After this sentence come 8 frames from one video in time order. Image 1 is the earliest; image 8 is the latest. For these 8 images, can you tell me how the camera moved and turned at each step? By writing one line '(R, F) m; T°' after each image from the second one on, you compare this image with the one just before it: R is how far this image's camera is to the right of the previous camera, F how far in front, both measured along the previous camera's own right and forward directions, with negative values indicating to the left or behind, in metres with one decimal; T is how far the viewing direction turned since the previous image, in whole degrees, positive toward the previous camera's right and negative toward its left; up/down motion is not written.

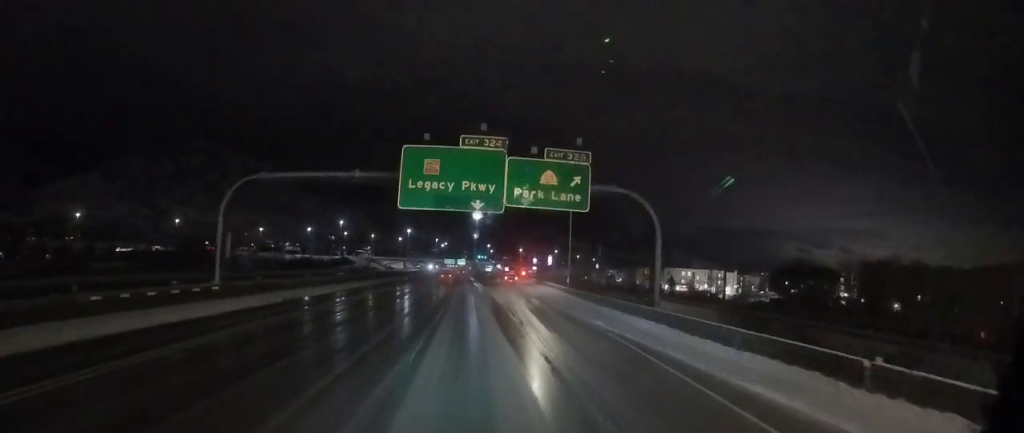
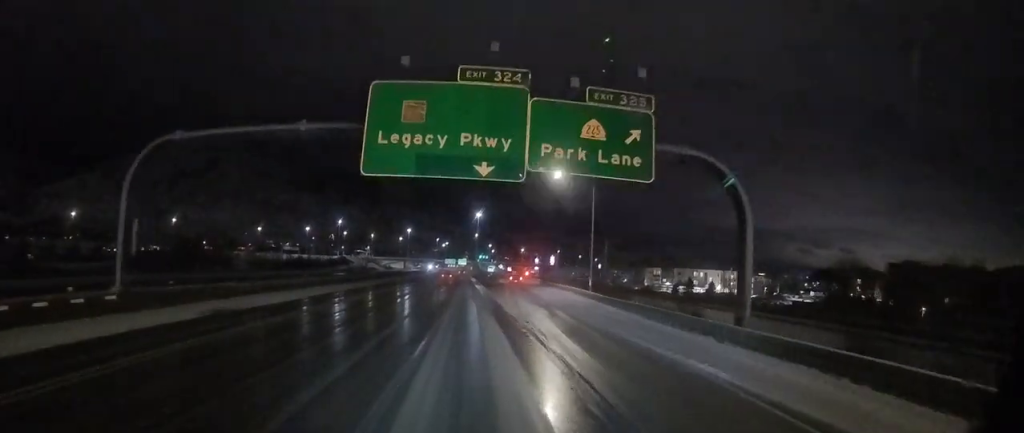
(+0.1, +11.6) m; 0°
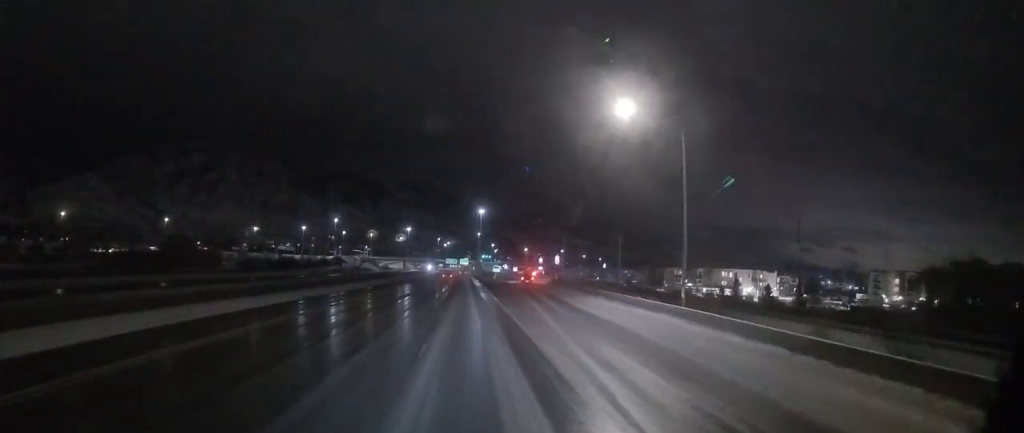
(-0.1, +24.0) m; -1°
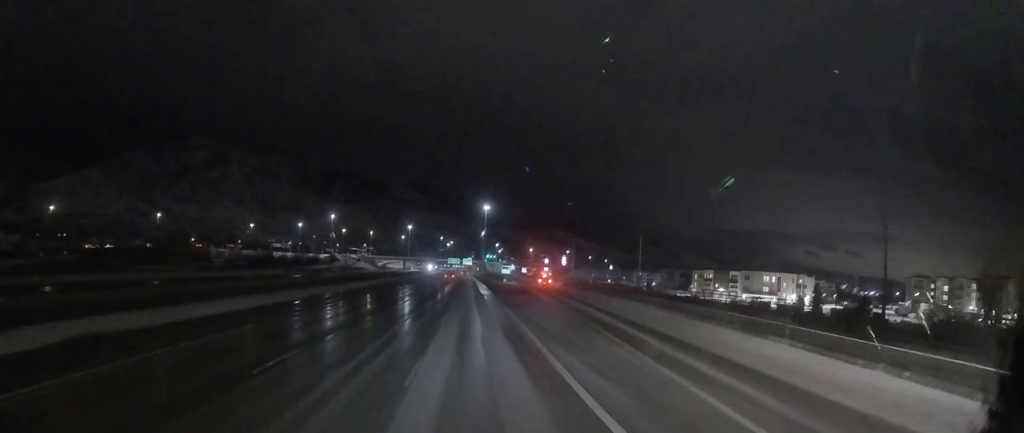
(-0.3, +27.8) m; 0°
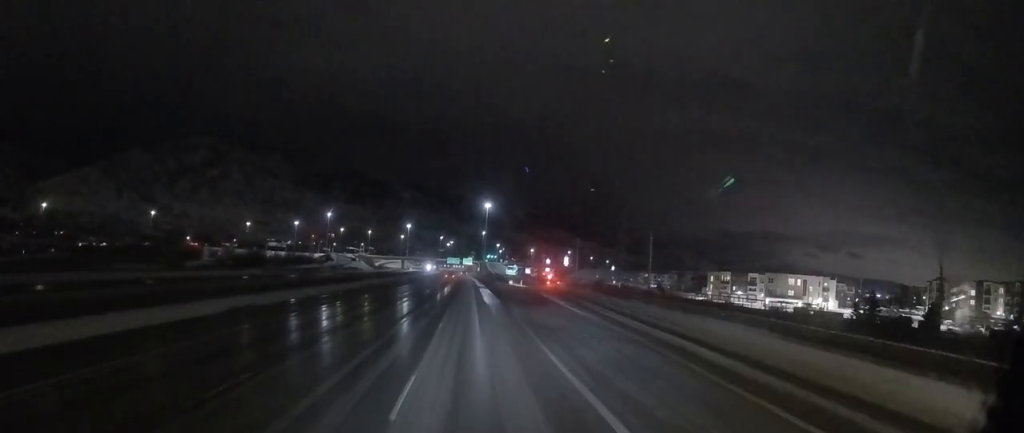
(+0.3, +14.7) m; 0°
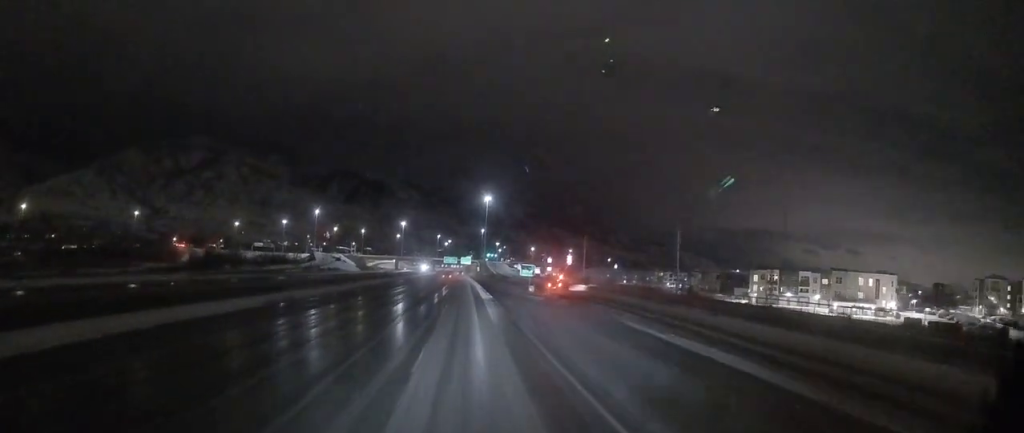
(-0.6, +33.8) m; -1°
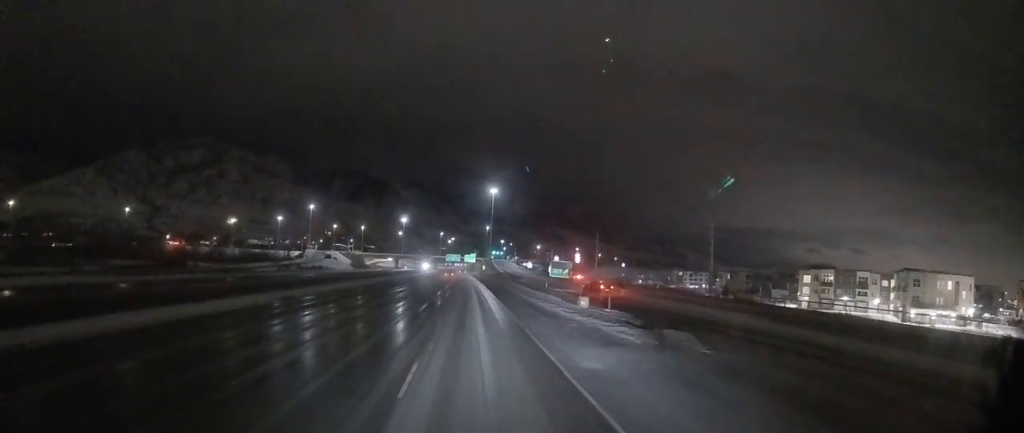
(0.0, +26.8) m; 0°
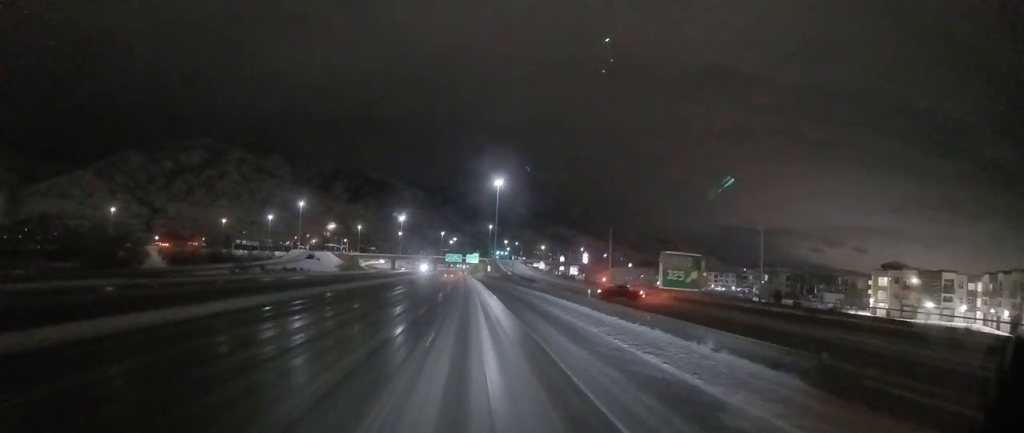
(0.0, +32.1) m; 0°
